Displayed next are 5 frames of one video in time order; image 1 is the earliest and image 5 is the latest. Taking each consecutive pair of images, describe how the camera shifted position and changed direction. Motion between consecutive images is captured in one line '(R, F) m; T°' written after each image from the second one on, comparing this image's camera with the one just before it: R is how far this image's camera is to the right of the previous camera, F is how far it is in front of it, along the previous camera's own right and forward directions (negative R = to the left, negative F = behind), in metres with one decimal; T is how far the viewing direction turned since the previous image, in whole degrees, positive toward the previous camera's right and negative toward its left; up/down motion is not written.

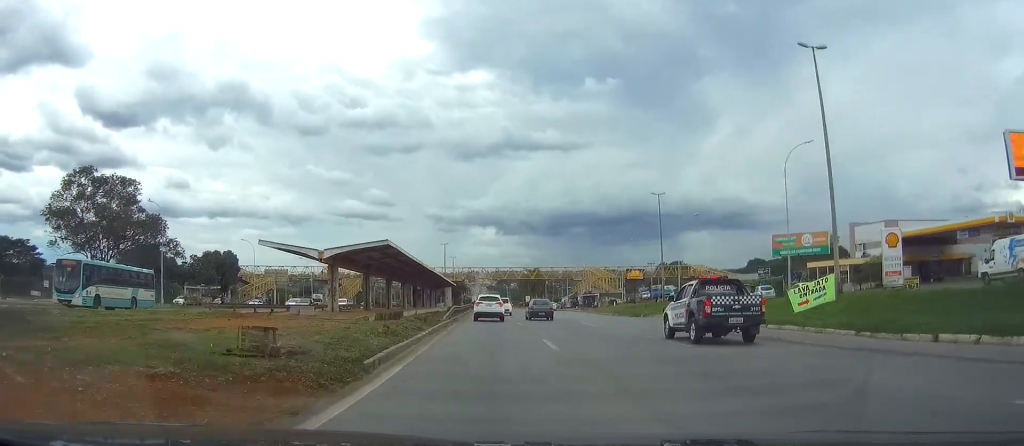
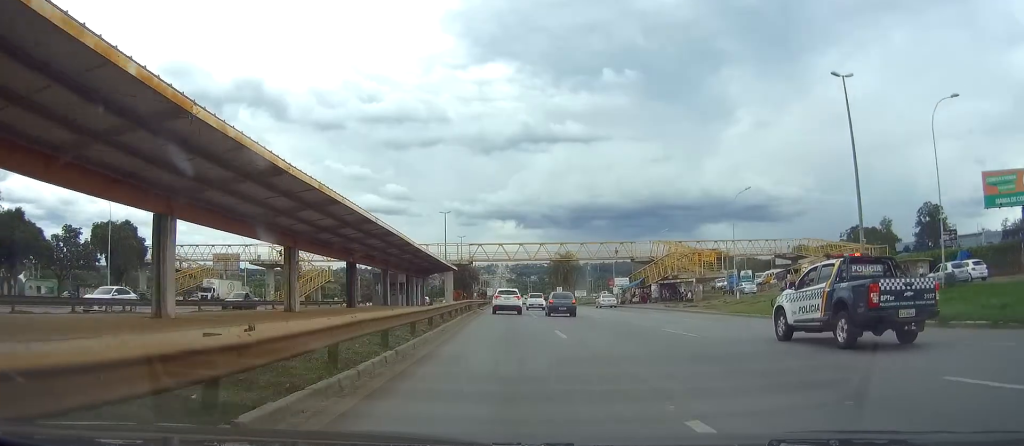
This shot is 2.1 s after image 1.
(-0.5, +47.3) m; 0°
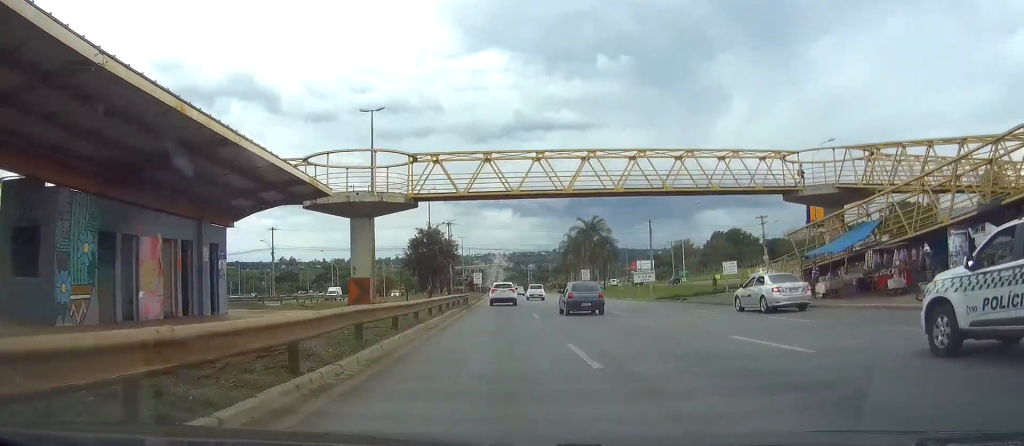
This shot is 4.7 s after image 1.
(-0.2, +57.0) m; 0°
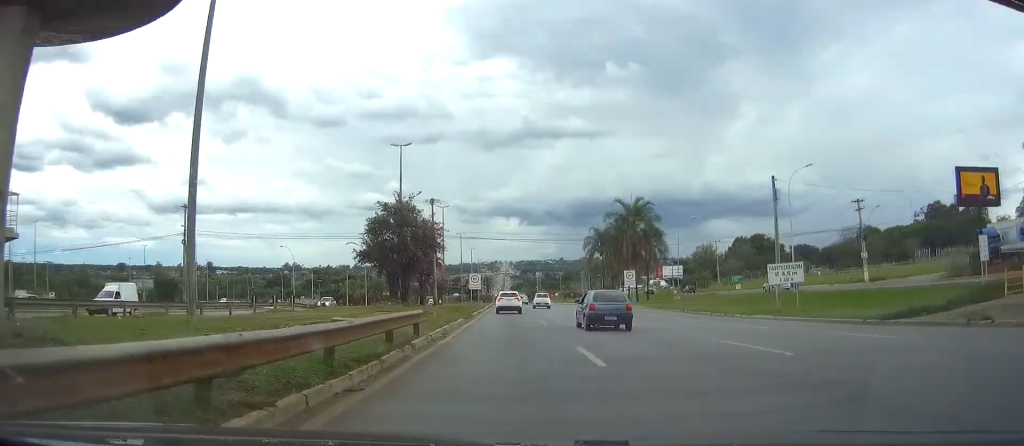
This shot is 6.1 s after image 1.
(-0.2, +31.2) m; 0°
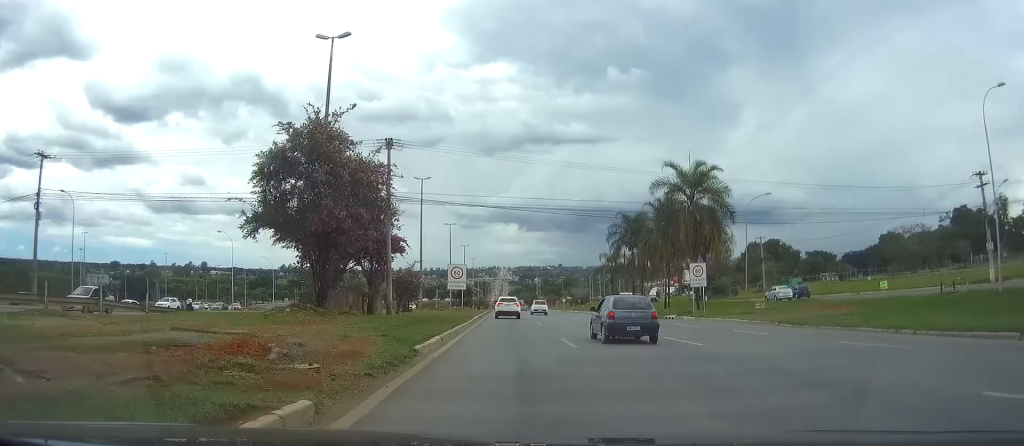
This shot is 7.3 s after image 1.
(+0.2, +26.0) m; 0°
